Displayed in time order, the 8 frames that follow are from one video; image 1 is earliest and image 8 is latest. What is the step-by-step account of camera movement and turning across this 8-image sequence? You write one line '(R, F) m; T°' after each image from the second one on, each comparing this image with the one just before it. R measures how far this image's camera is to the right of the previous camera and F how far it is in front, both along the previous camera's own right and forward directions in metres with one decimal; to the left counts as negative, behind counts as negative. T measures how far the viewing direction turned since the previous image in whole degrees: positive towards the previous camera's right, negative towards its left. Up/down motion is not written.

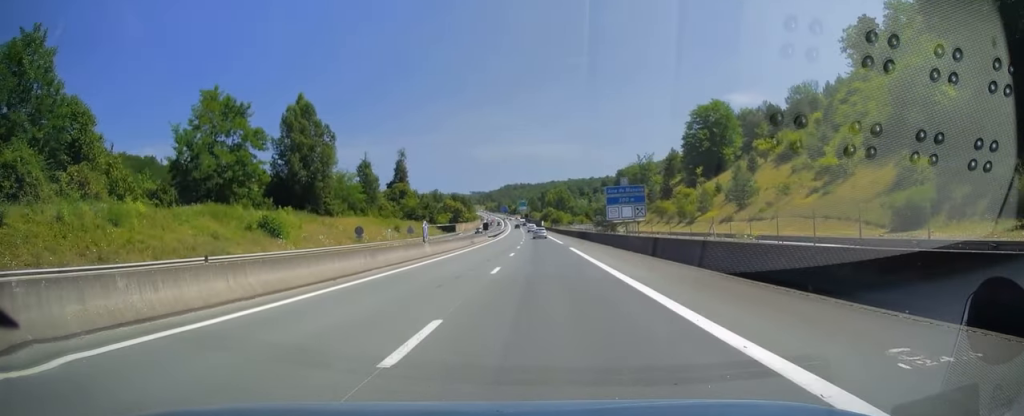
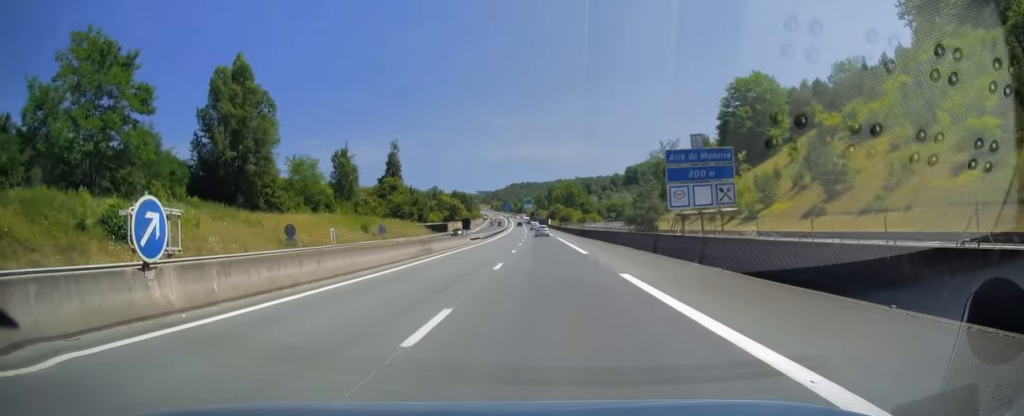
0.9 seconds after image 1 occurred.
(-0.1, +25.1) m; 0°
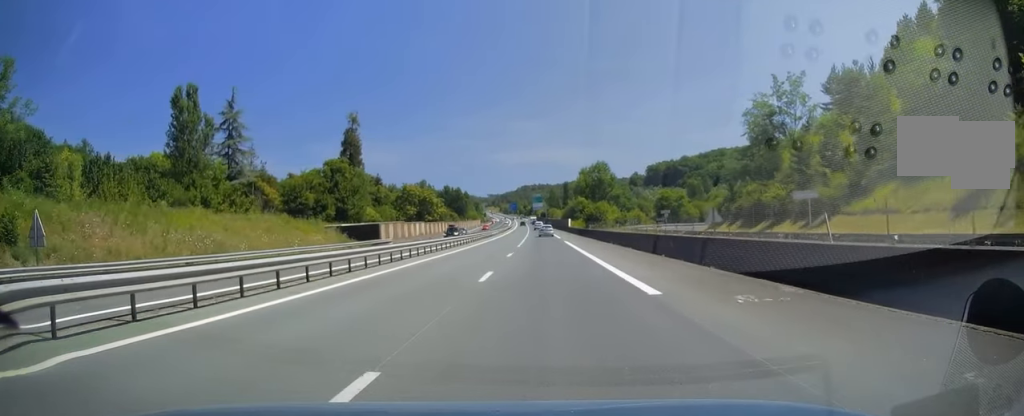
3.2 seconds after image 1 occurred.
(-0.5, +69.7) m; -1°
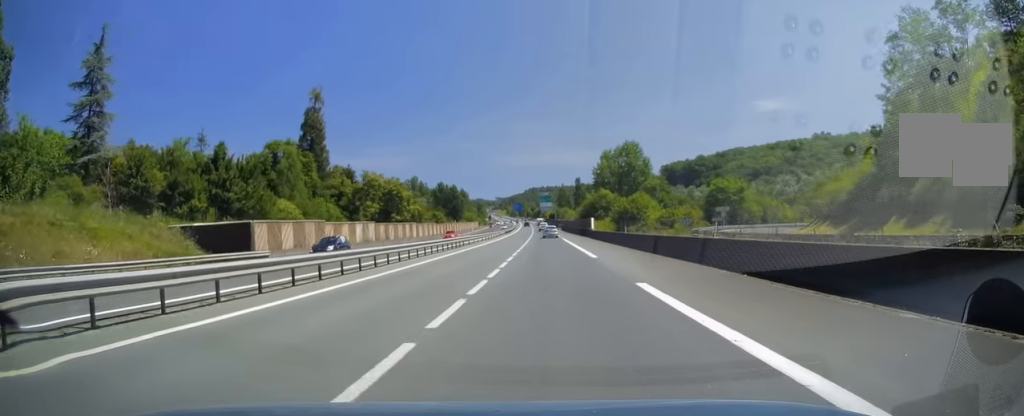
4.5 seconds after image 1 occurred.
(-0.6, +37.0) m; -1°
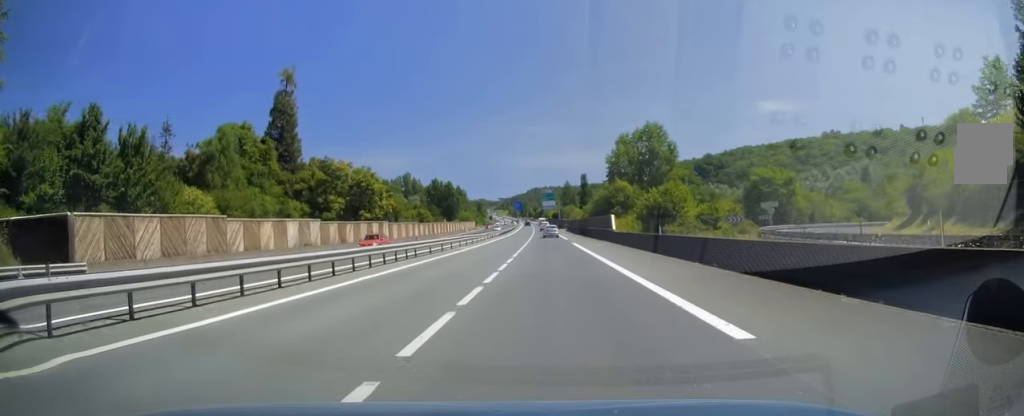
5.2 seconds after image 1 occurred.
(0.0, +19.1) m; 0°
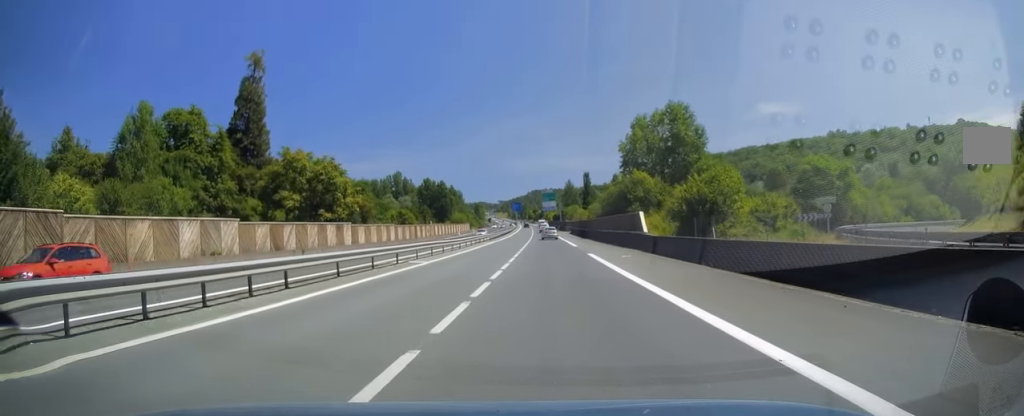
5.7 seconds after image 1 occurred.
(-0.1, +15.6) m; 0°
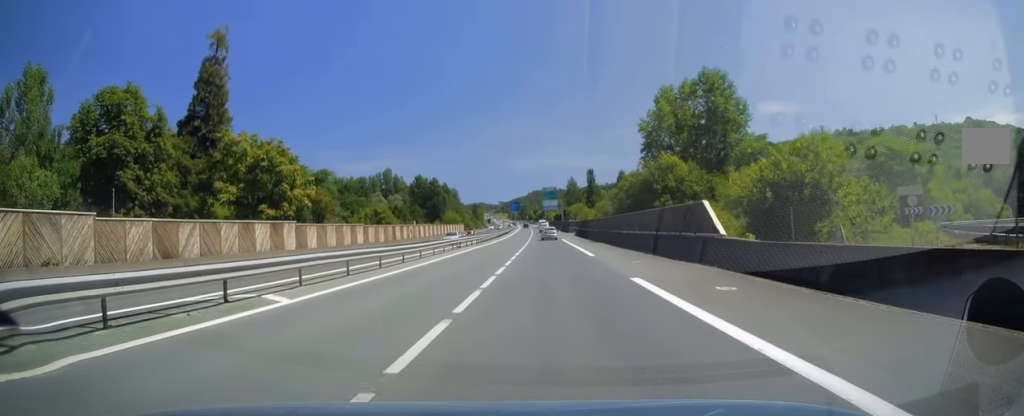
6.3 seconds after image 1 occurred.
(0.0, +15.1) m; 0°
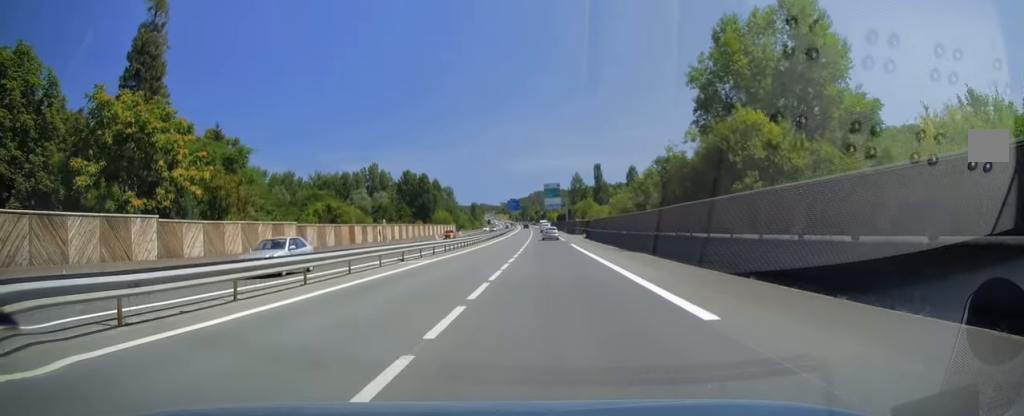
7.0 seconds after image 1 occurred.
(+0.3, +19.7) m; 0°
